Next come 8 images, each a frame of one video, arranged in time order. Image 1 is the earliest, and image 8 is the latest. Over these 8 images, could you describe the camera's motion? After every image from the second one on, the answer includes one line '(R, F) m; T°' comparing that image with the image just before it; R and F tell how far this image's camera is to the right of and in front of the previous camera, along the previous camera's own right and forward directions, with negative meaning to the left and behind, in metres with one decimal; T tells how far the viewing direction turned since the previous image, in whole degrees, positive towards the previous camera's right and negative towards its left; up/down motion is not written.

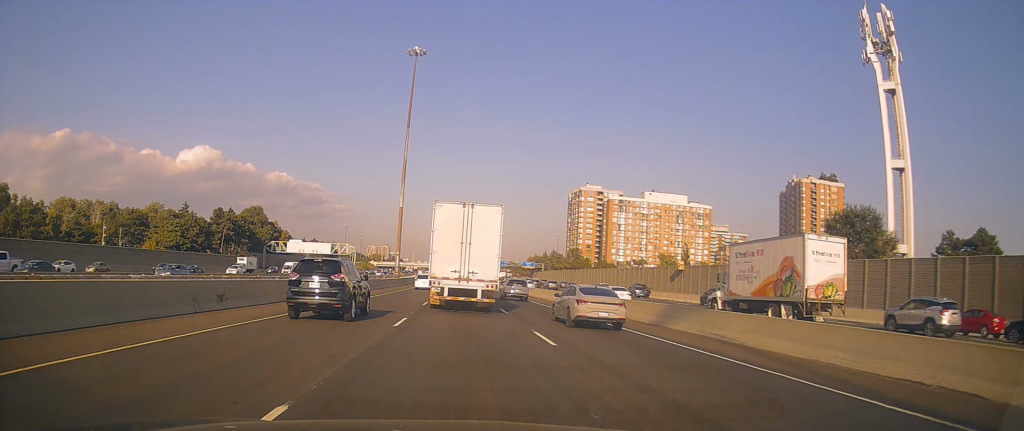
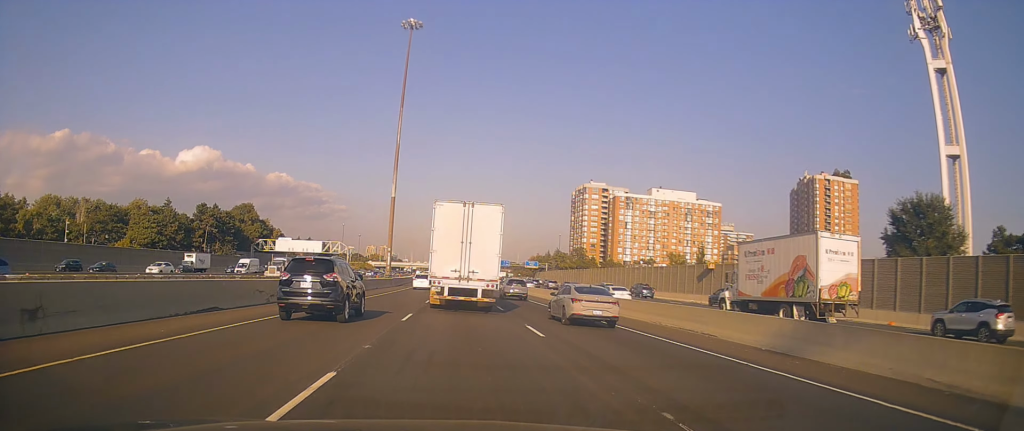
(+0.1, +10.3) m; +1°
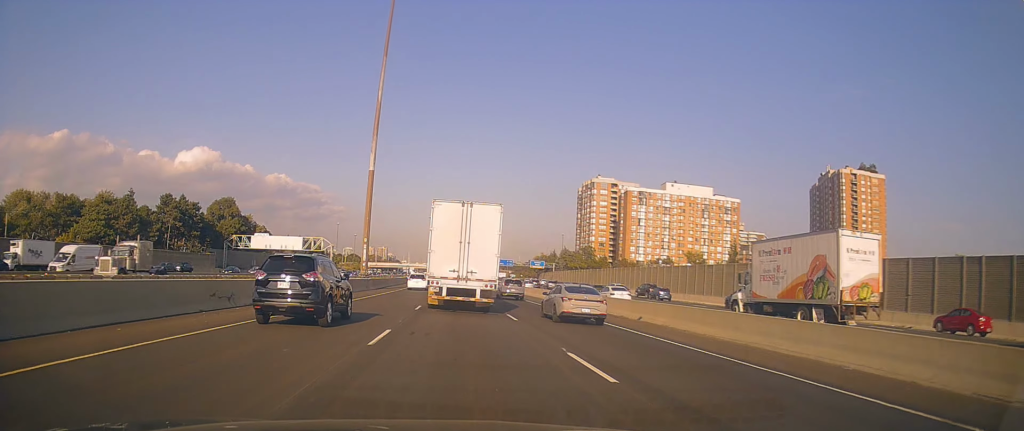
(+0.4, +18.7) m; +1°
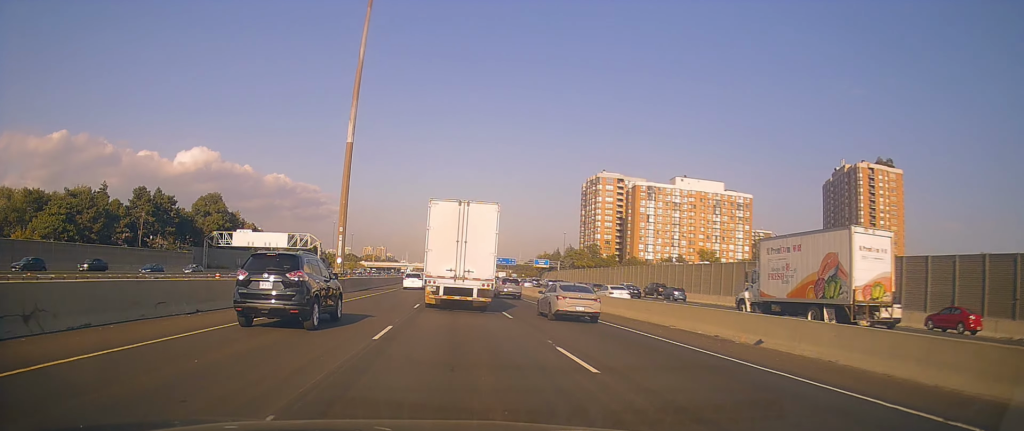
(0.0, +11.5) m; 0°
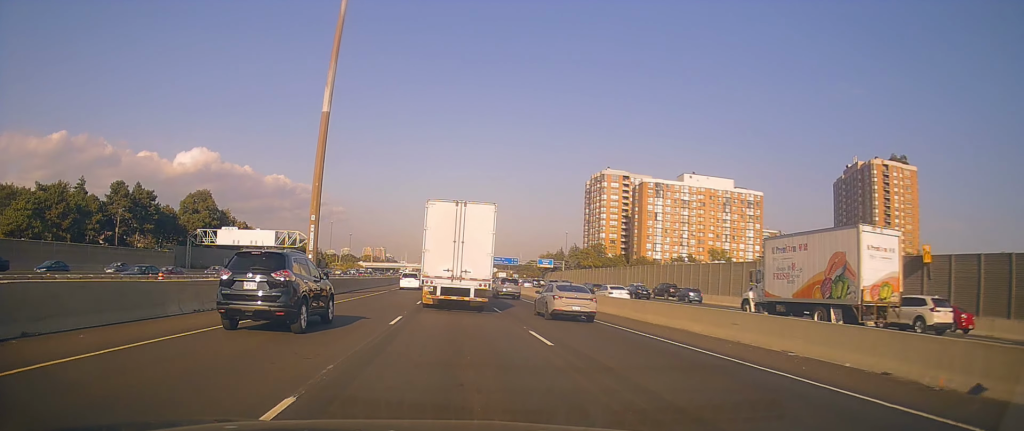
(-0.5, +8.7) m; 0°
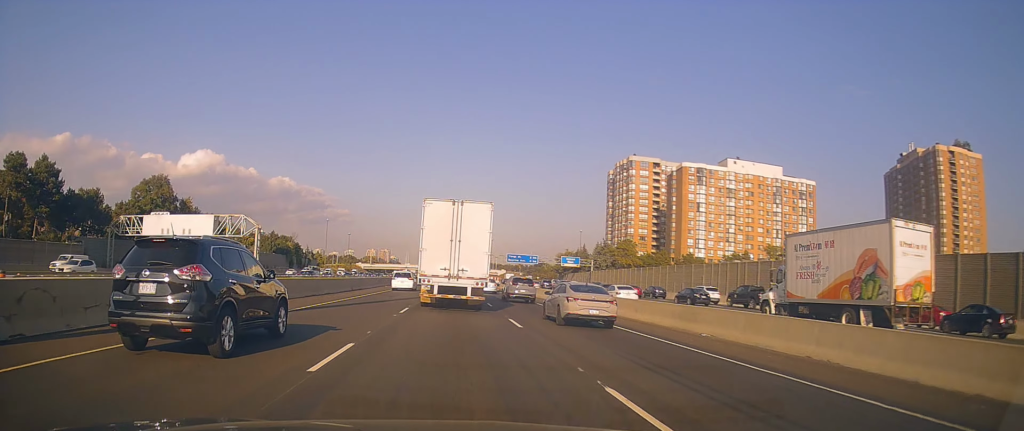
(+0.5, +32.4) m; -1°
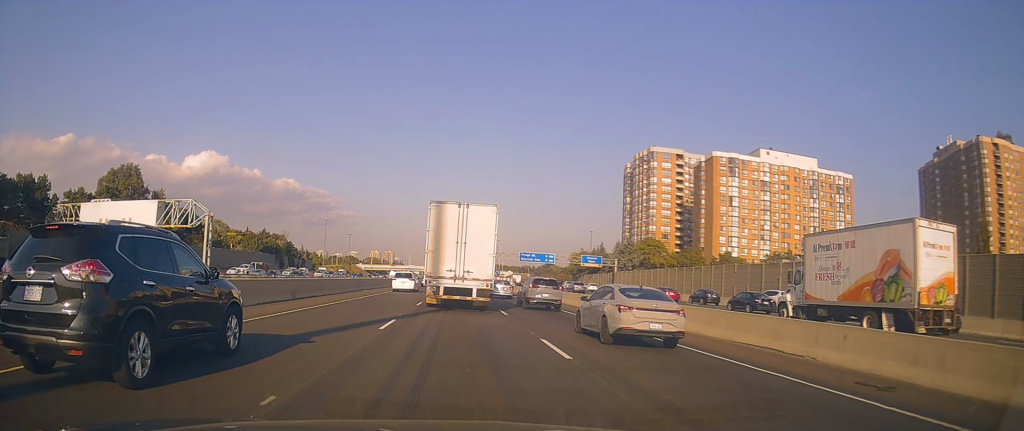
(0.0, +18.6) m; -1°
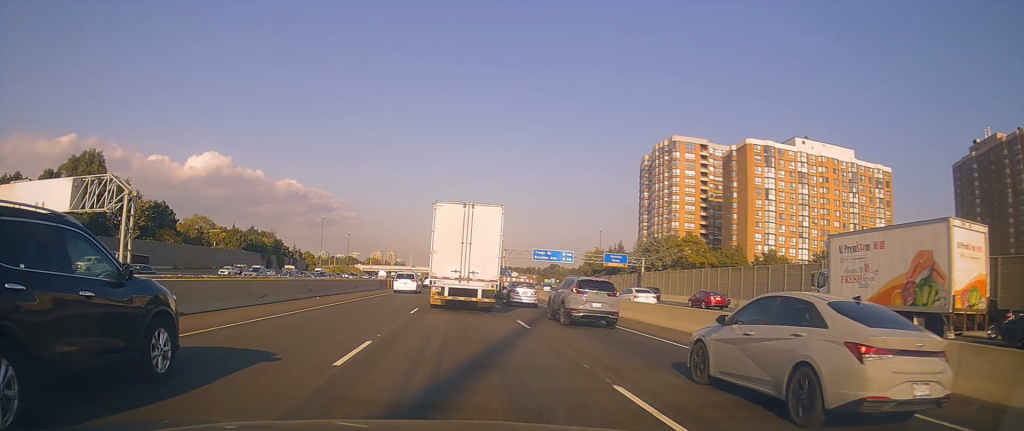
(-0.3, +17.9) m; -1°
